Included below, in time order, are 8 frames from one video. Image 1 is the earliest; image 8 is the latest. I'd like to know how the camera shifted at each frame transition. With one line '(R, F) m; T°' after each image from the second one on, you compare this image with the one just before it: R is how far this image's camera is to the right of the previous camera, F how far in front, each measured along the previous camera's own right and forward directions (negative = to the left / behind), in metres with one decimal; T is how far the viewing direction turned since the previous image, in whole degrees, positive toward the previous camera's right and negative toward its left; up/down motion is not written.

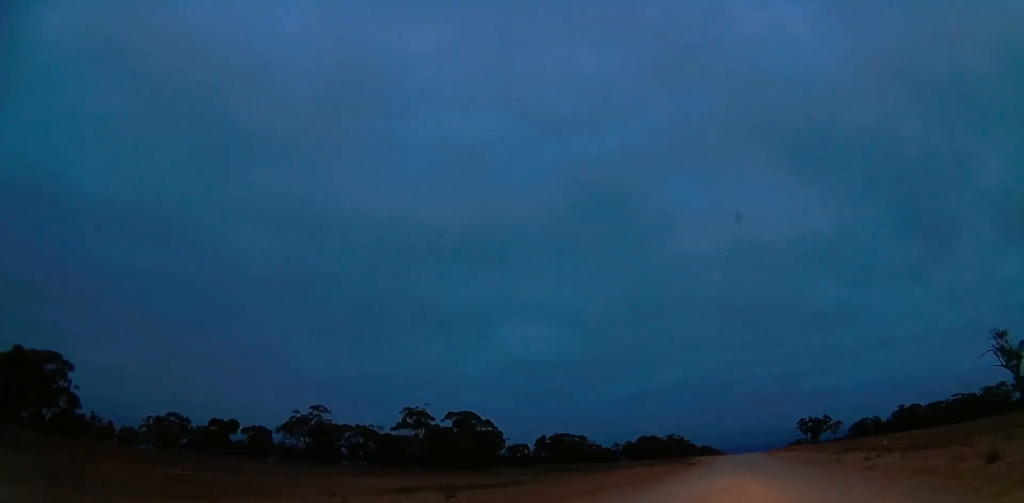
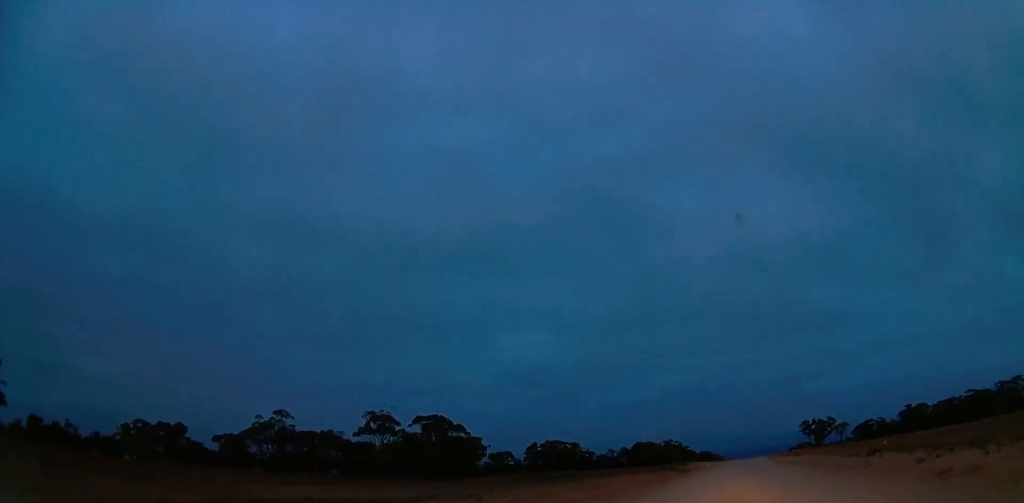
(+0.1, +11.3) m; 0°
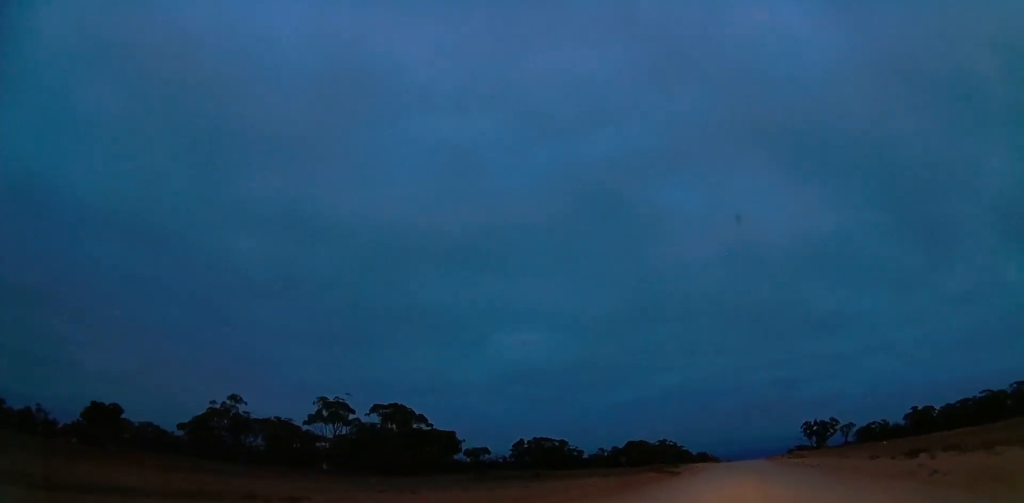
(-0.3, +11.9) m; 0°
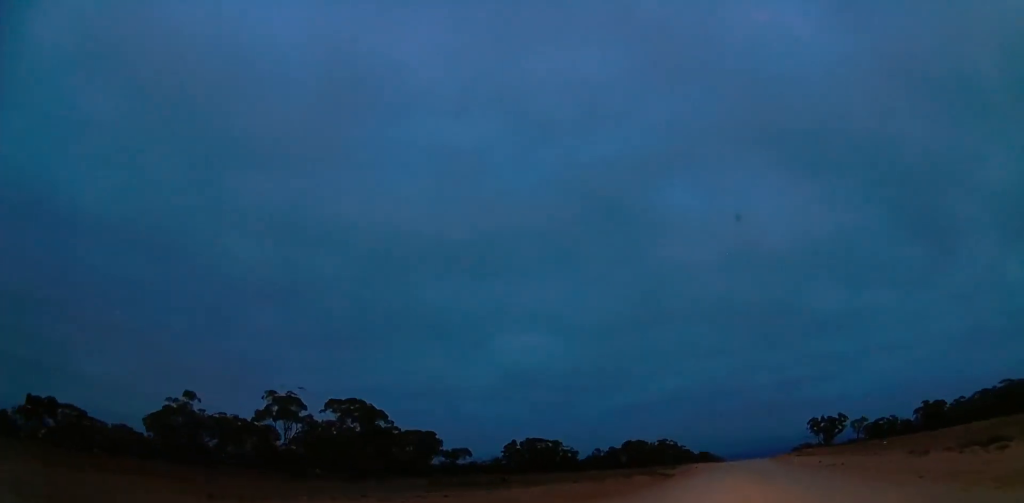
(+0.1, +11.3) m; 0°
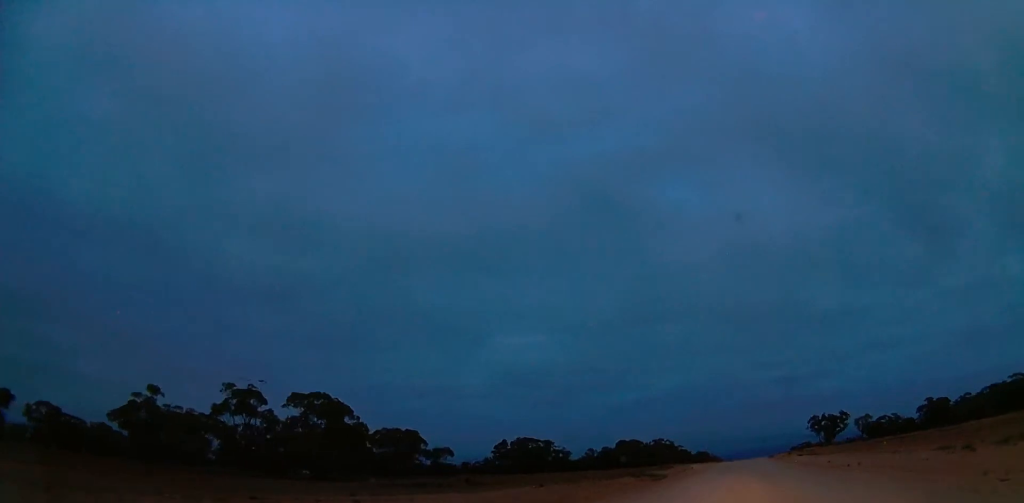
(+0.2, +7.1) m; 0°
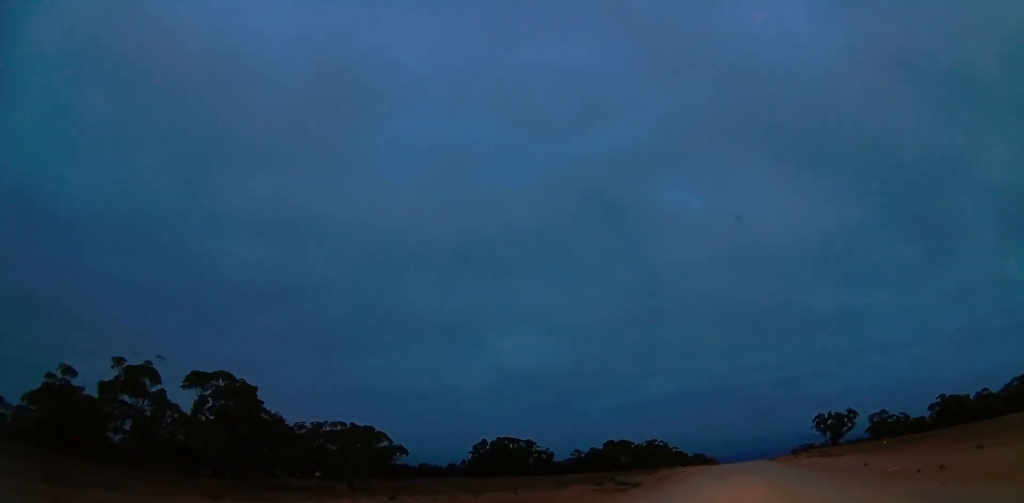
(-0.3, +16.0) m; 0°
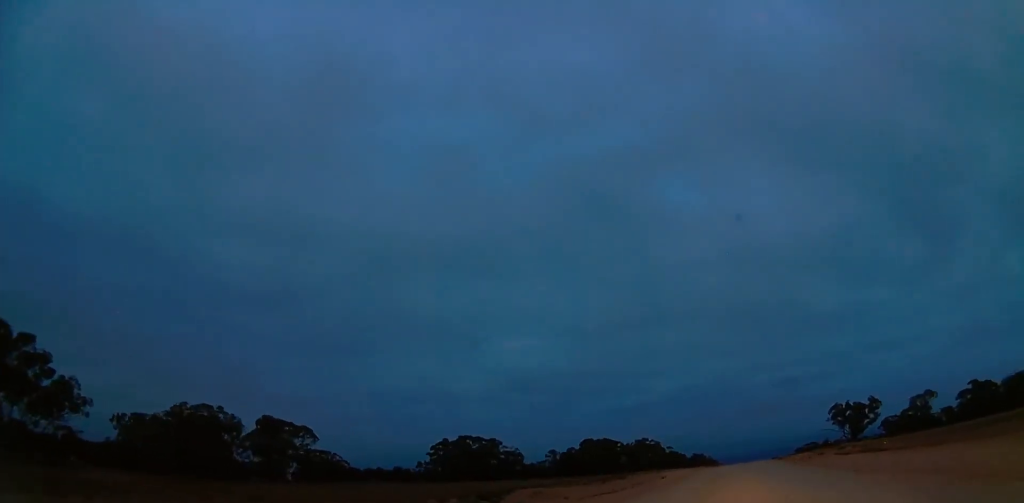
(+0.2, +27.4) m; 0°
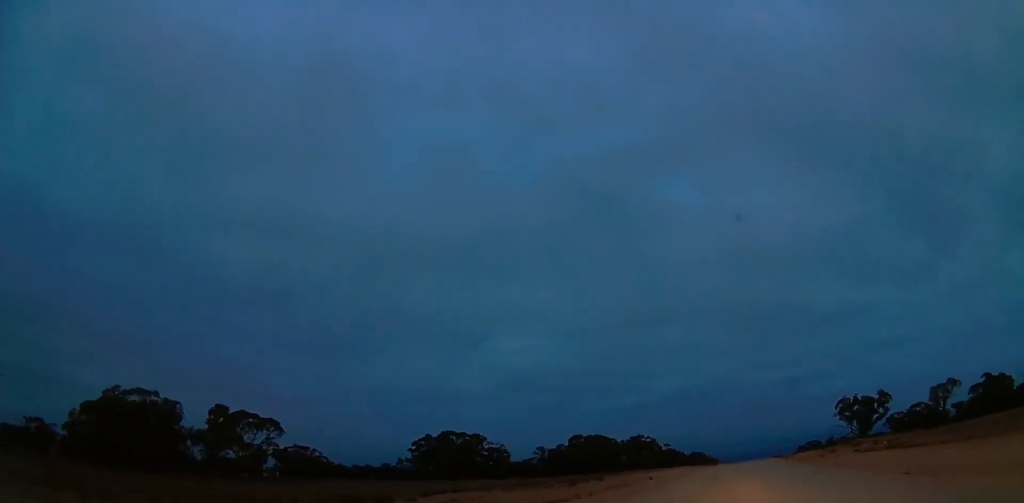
(-0.2, +9.6) m; 0°
